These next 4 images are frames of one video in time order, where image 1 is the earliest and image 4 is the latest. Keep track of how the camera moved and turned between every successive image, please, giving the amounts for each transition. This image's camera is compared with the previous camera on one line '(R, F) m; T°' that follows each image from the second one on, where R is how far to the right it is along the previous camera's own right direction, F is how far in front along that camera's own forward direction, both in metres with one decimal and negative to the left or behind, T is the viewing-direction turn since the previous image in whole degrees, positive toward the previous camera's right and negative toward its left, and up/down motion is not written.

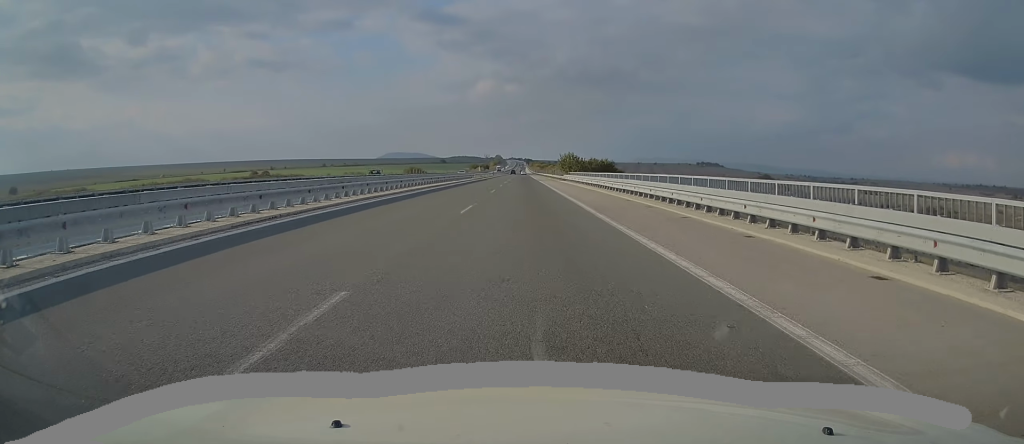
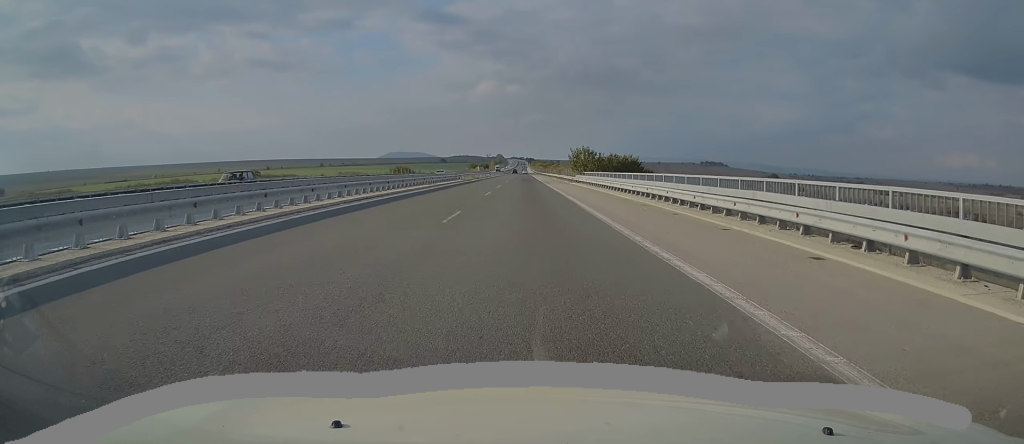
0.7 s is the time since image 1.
(-0.2, +19.3) m; 0°
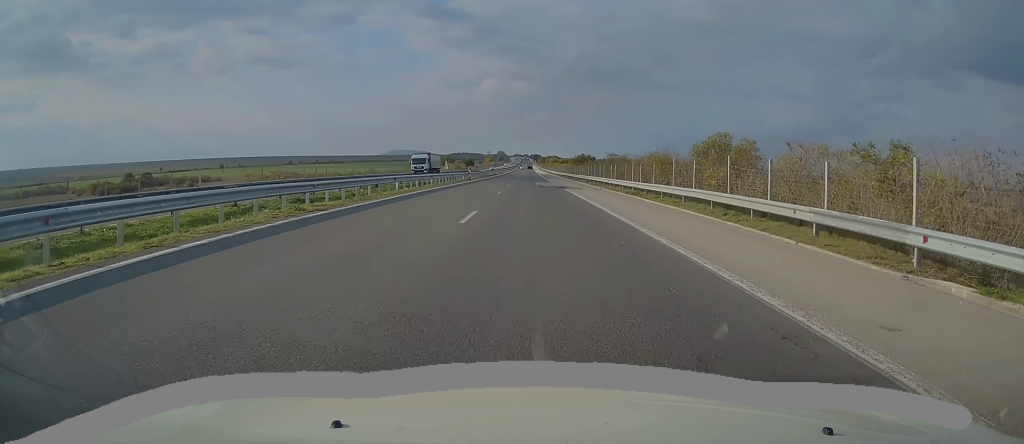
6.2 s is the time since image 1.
(-0.1, +142.5) m; 0°
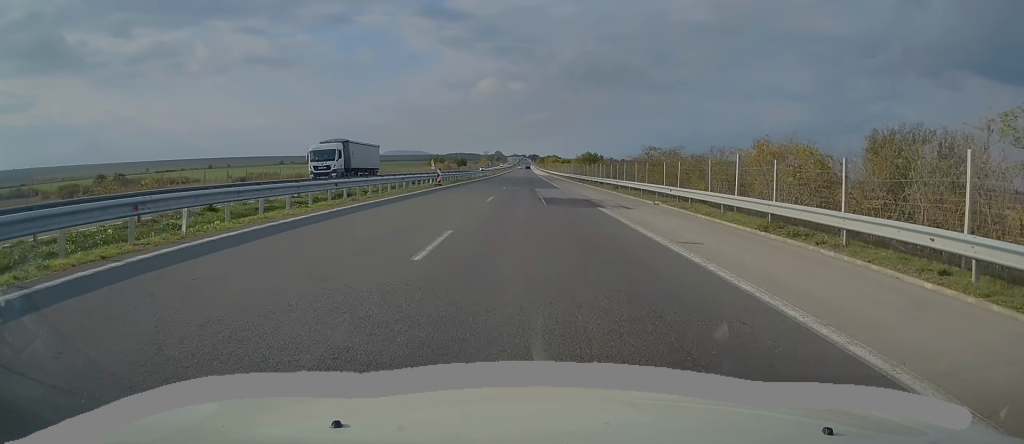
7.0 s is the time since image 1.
(+0.1, +21.5) m; 0°
